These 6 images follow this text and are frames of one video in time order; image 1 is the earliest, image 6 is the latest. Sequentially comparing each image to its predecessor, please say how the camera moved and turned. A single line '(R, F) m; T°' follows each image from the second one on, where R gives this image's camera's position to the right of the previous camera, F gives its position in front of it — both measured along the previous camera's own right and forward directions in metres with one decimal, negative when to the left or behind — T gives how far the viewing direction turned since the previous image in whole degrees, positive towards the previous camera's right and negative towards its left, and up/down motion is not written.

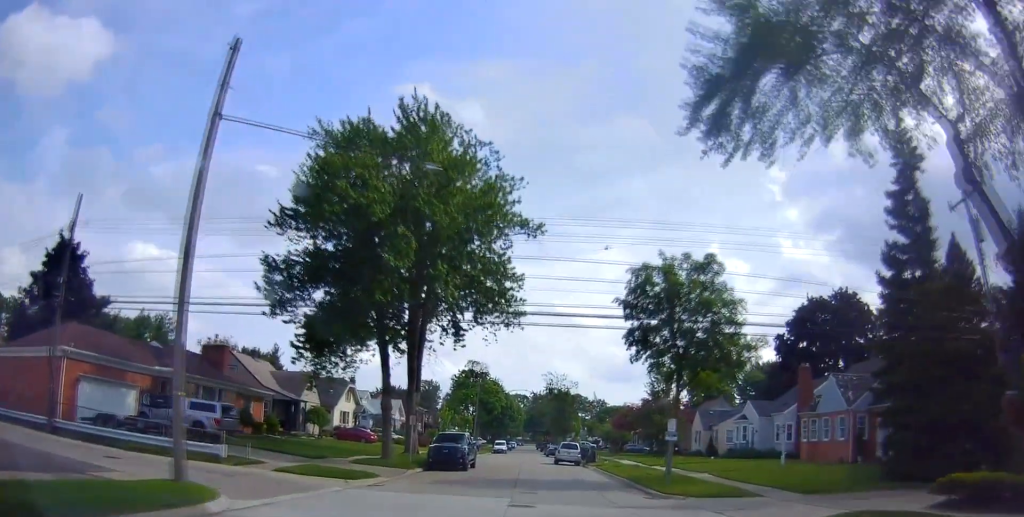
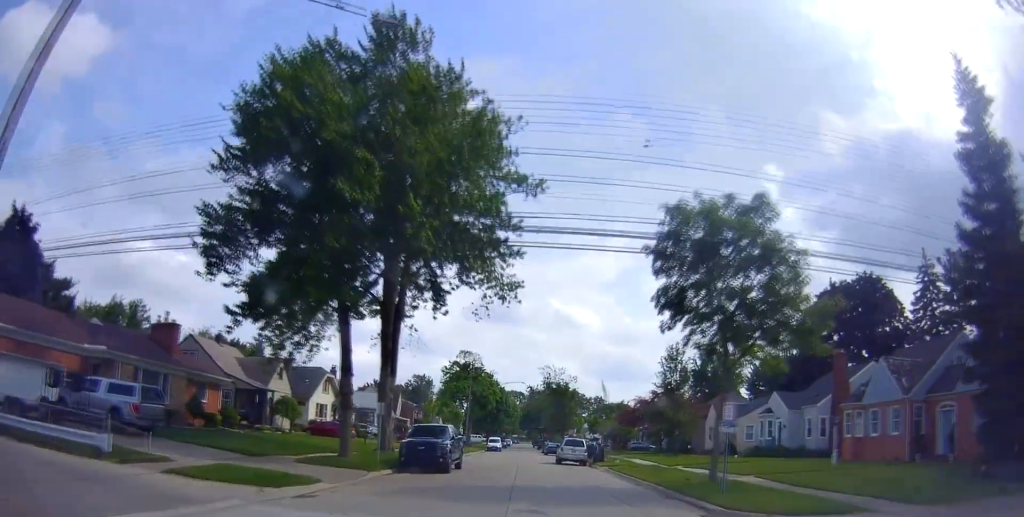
(+0.3, +5.6) m; +4°
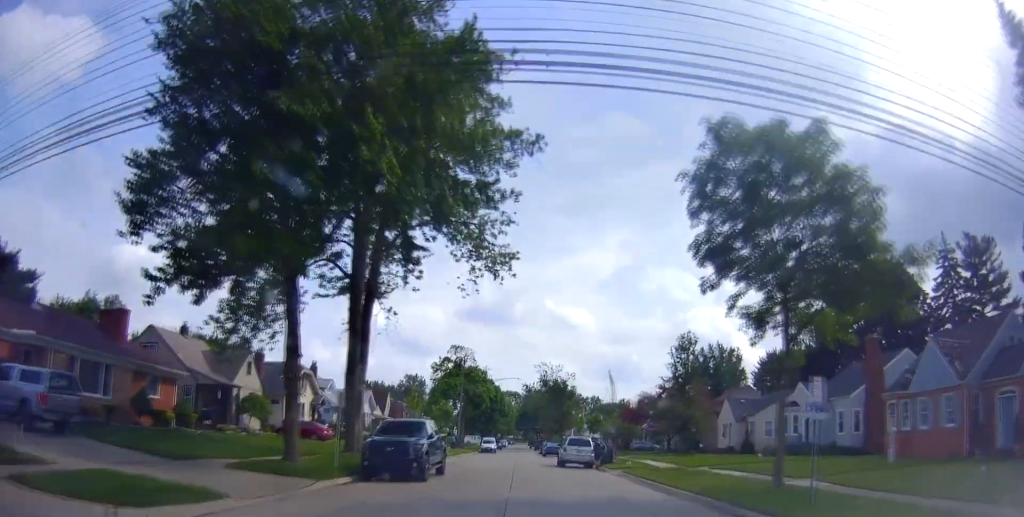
(+0.1, +4.6) m; +1°
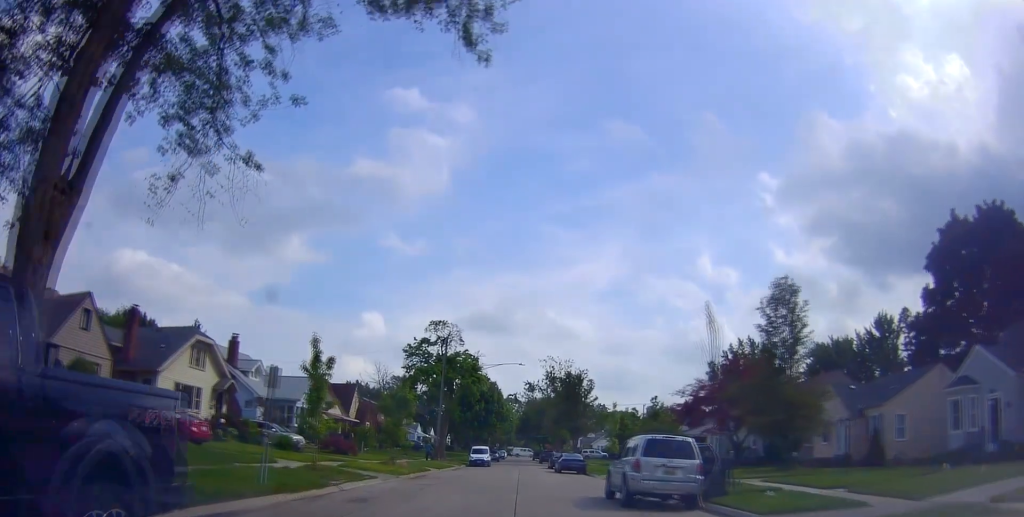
(-1.6, +16.9) m; -6°
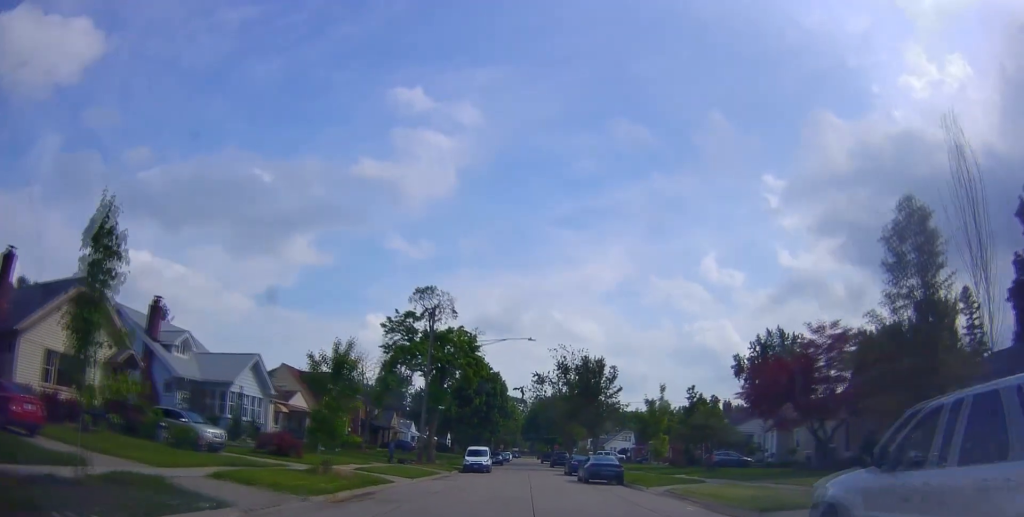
(+0.8, +11.4) m; +3°
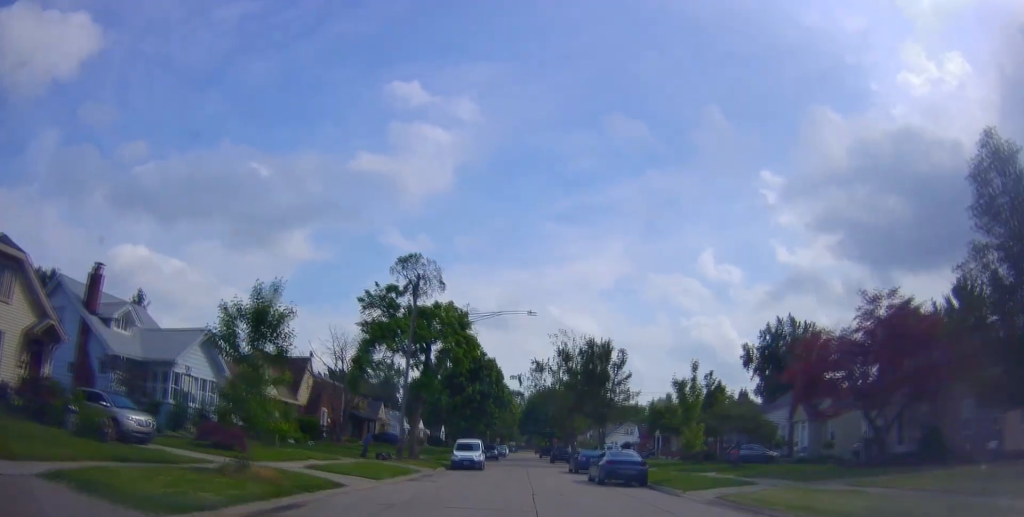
(0.0, +5.7) m; +1°
